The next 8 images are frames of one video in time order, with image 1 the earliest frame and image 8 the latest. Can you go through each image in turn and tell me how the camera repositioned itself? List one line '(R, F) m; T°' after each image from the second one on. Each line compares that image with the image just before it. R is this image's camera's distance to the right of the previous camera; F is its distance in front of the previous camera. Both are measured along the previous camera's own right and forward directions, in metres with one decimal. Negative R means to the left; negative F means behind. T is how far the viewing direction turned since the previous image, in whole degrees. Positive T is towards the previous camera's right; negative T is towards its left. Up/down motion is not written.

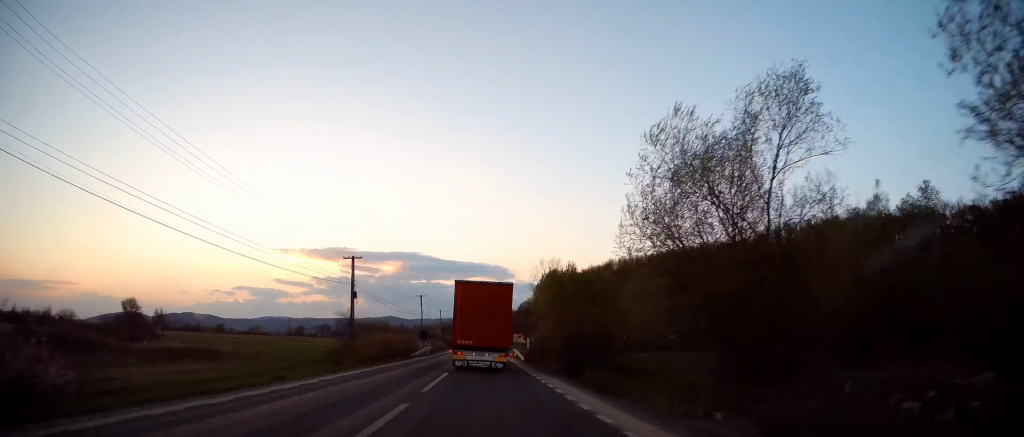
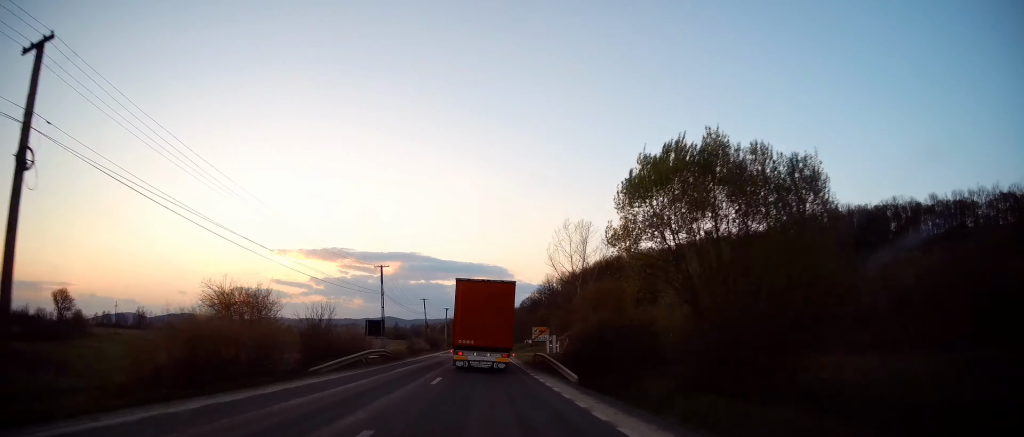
(+0.2, +27.1) m; 0°
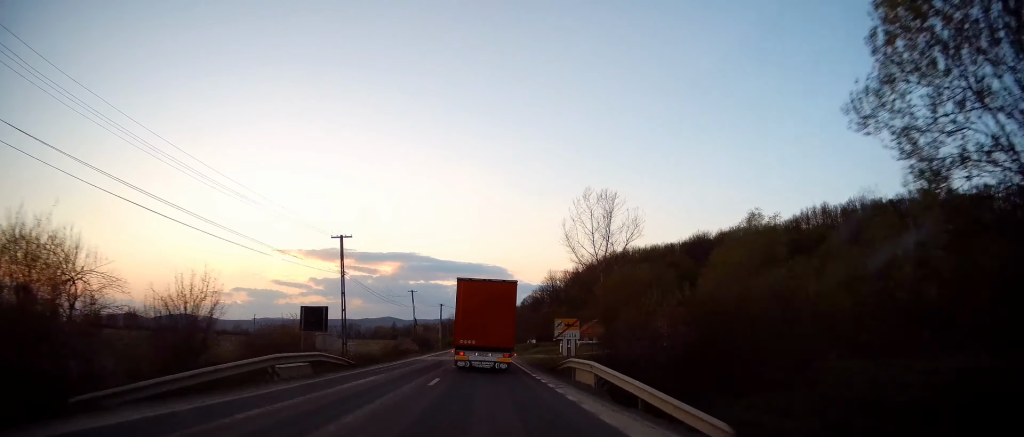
(0.0, +12.5) m; 0°
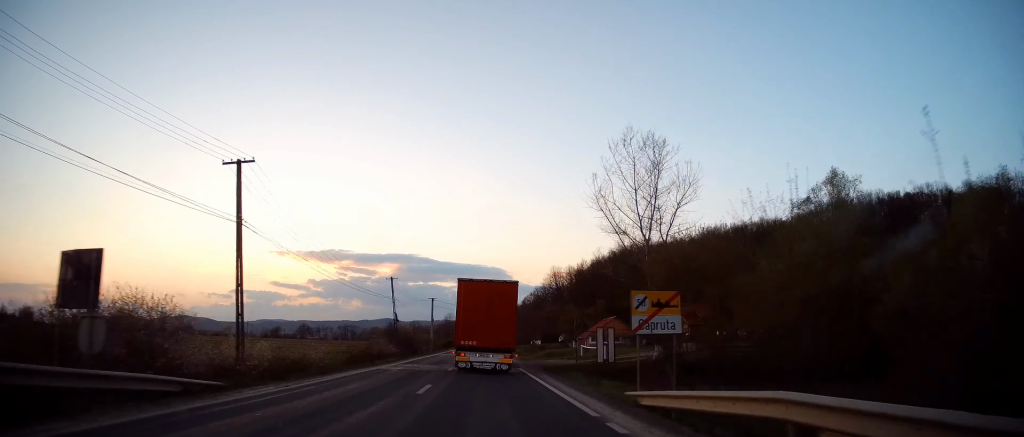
(-0.1, +14.2) m; 0°
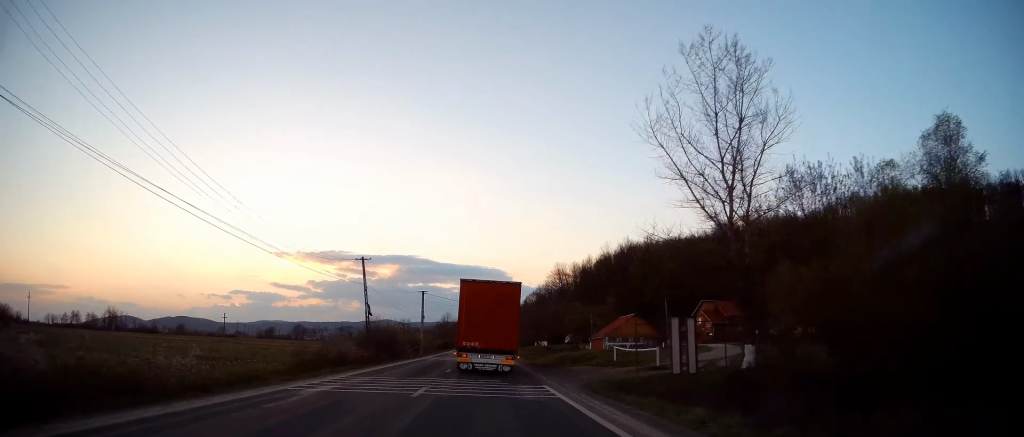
(-0.1, +12.5) m; 0°
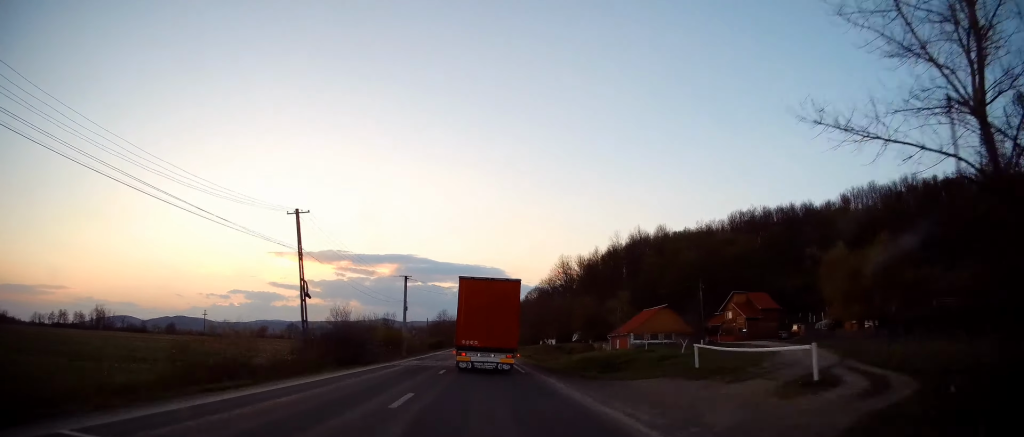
(0.0, +14.1) m; +1°
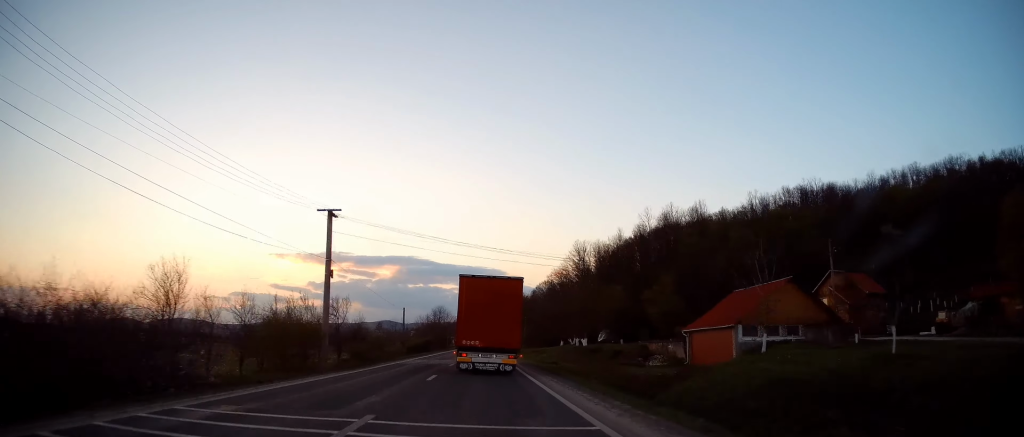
(+0.4, +27.4) m; +1°
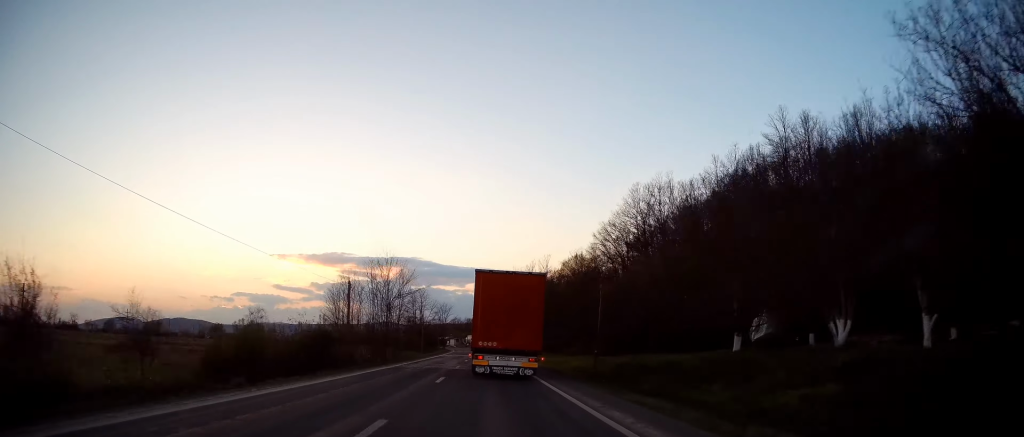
(-0.4, +59.0) m; 0°
